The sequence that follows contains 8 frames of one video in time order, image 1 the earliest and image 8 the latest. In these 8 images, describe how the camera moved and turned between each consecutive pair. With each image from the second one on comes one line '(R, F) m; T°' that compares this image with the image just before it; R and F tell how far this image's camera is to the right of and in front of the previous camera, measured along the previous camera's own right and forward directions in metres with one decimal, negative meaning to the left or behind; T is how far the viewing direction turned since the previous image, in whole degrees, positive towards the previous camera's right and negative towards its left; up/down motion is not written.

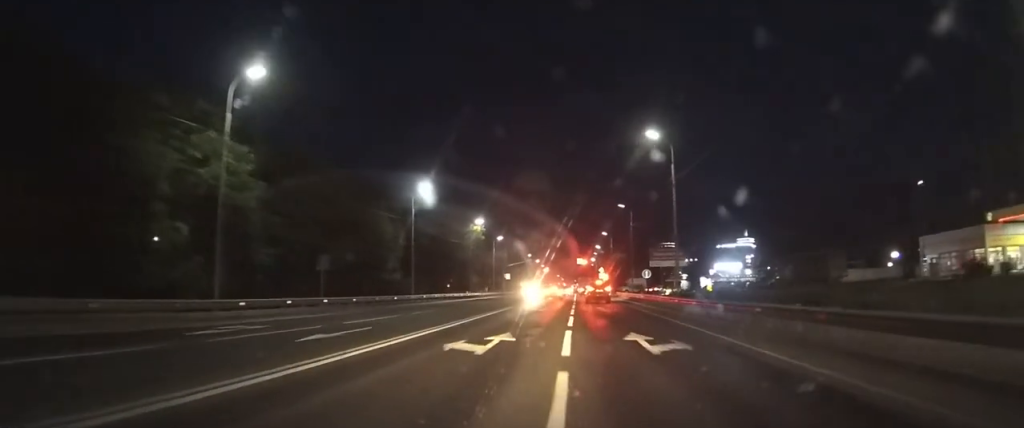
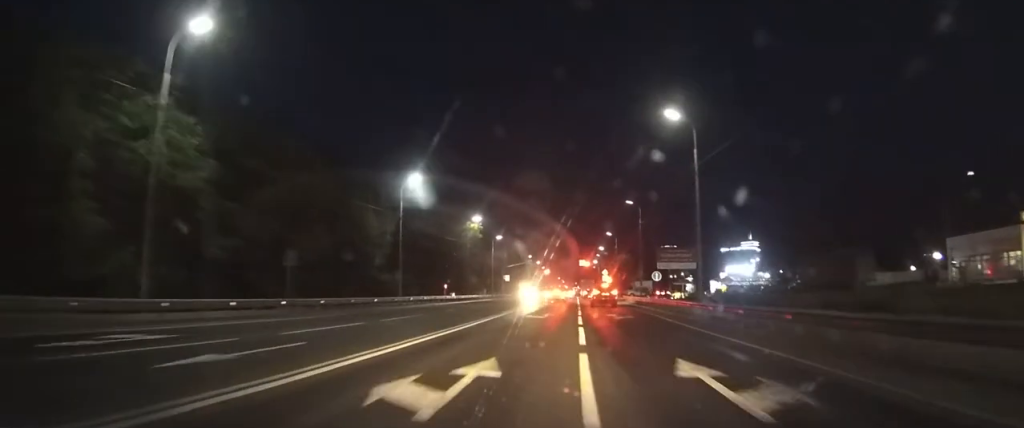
(0.0, +6.1) m; 0°
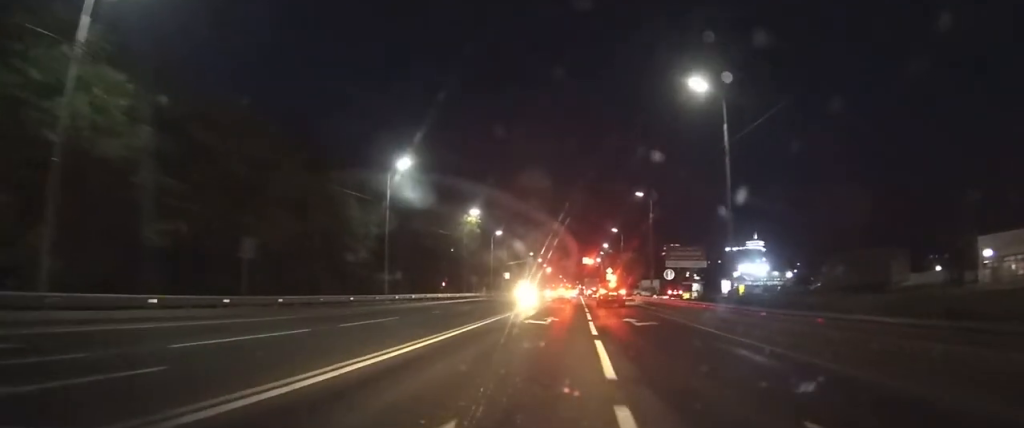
(0.0, +5.8) m; 0°
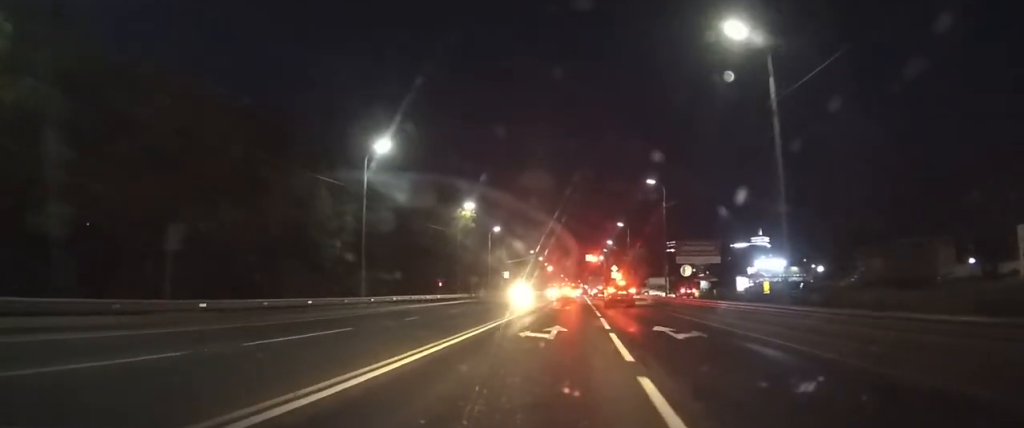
(-0.1, +6.5) m; 0°
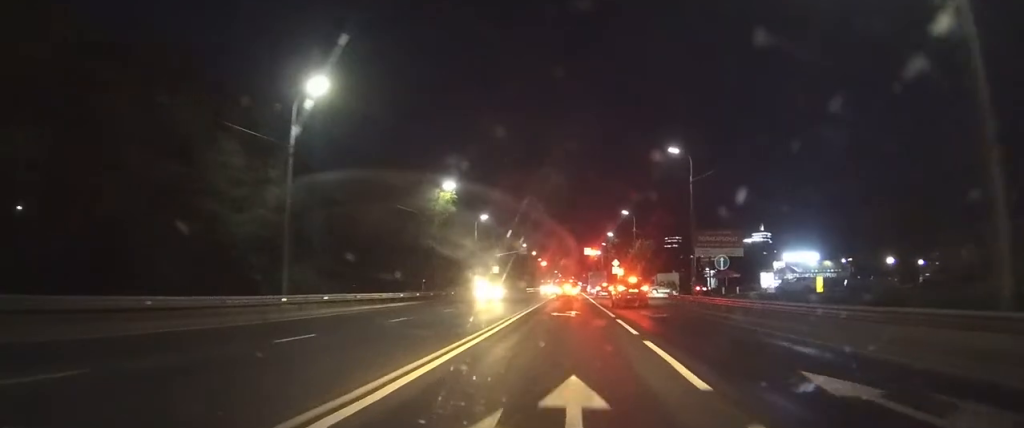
(+0.1, +11.6) m; +1°
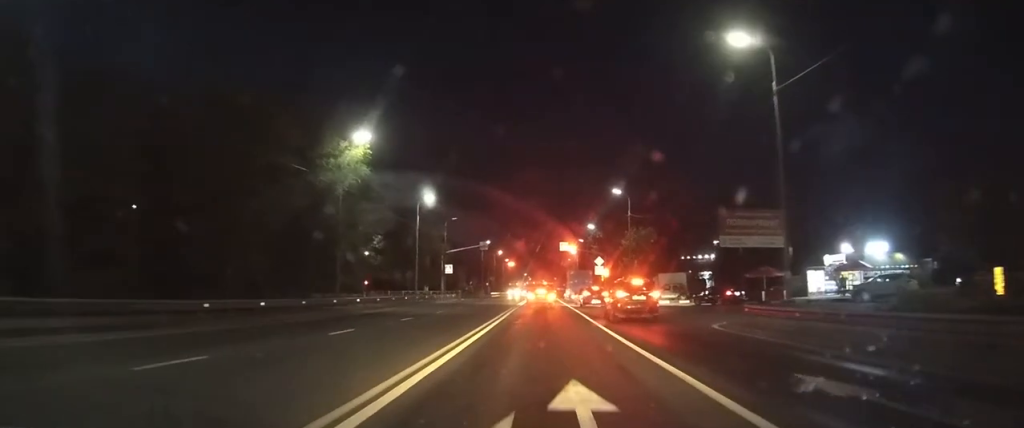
(+0.5, +18.3) m; +4°
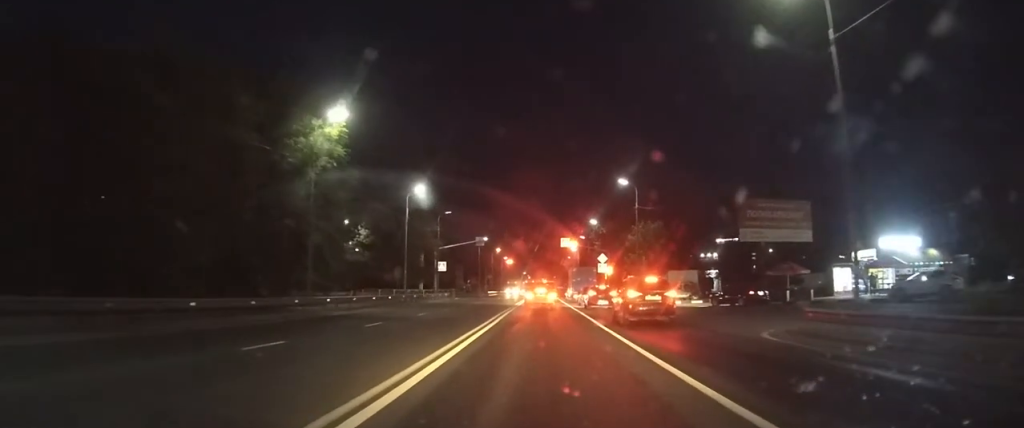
(0.0, +4.2) m; +1°
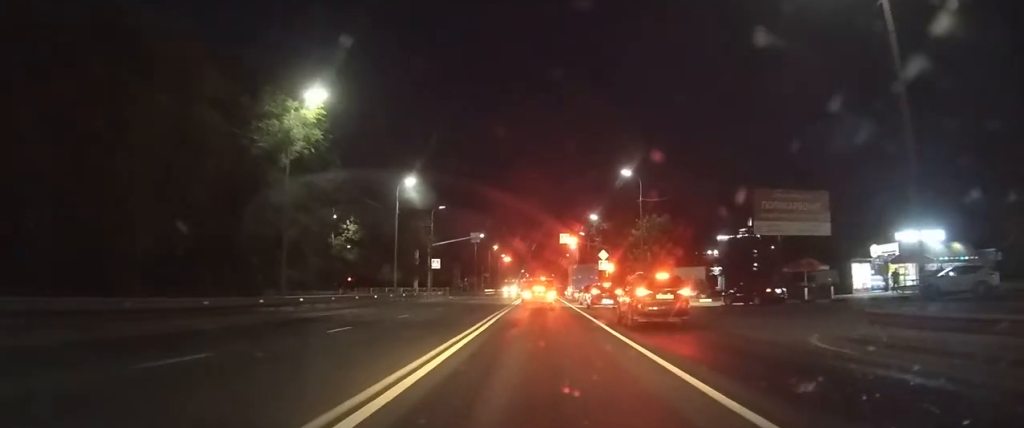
(0.0, +2.9) m; 0°
